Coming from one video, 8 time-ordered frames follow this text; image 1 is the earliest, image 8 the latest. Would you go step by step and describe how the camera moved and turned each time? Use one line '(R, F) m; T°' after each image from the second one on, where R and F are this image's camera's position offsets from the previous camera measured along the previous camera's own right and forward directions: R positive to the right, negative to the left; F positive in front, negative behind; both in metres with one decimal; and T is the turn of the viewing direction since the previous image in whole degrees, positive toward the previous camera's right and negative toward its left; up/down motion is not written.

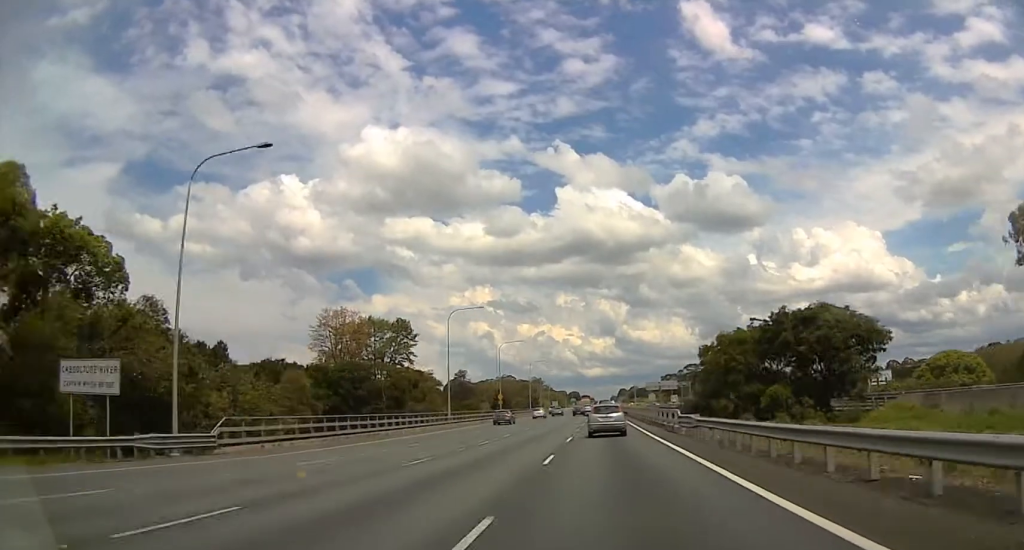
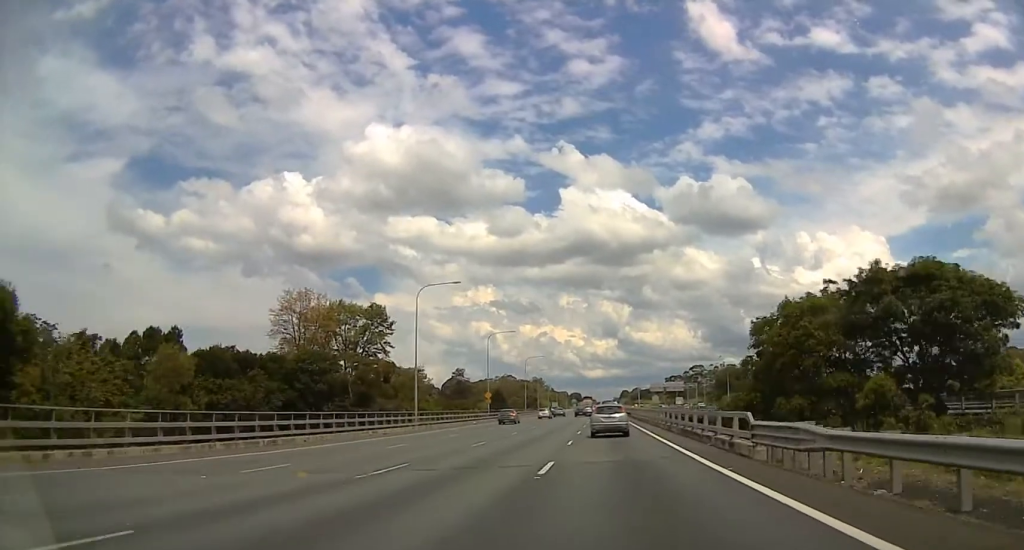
(+0.1, +15.3) m; +1°
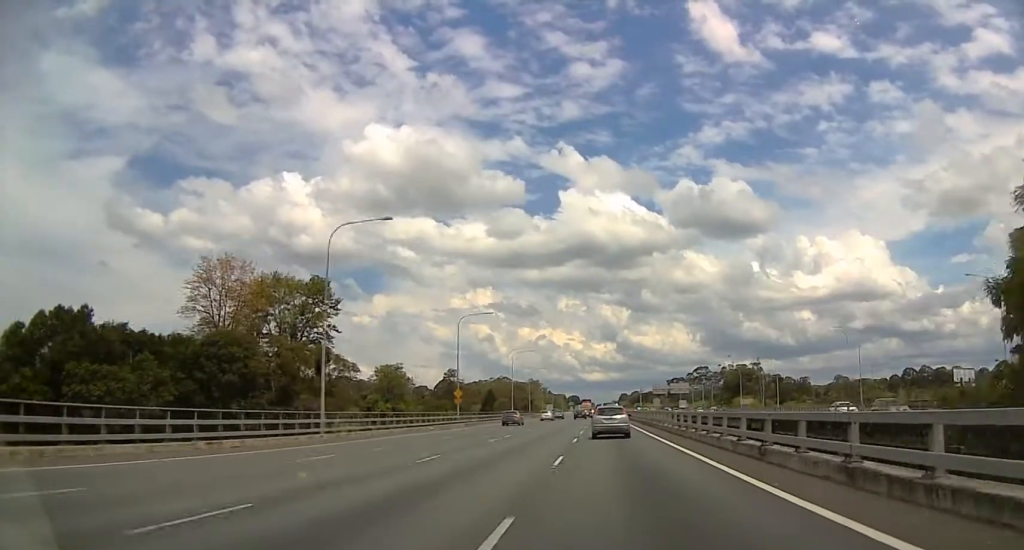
(+0.3, +21.9) m; +1°
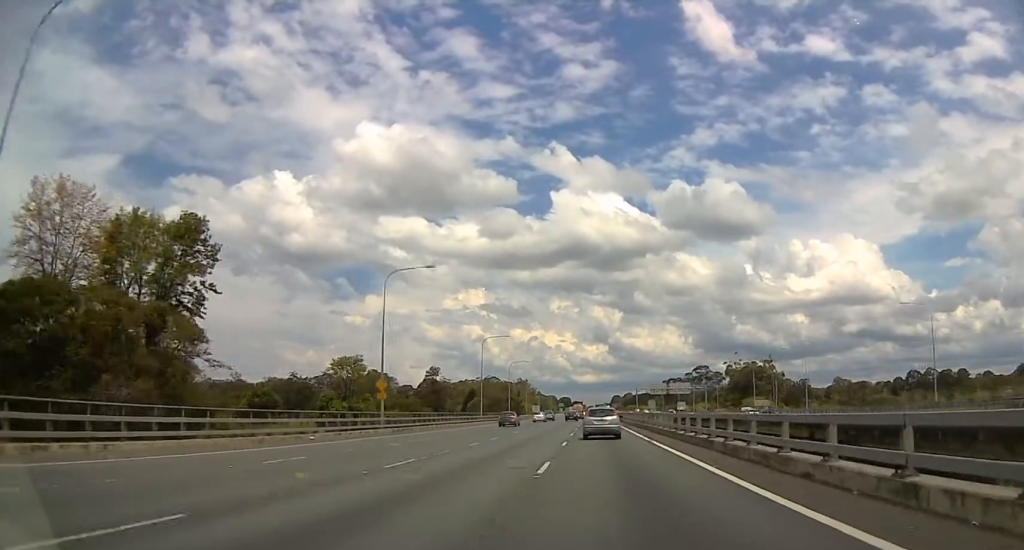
(+0.6, +26.5) m; 0°
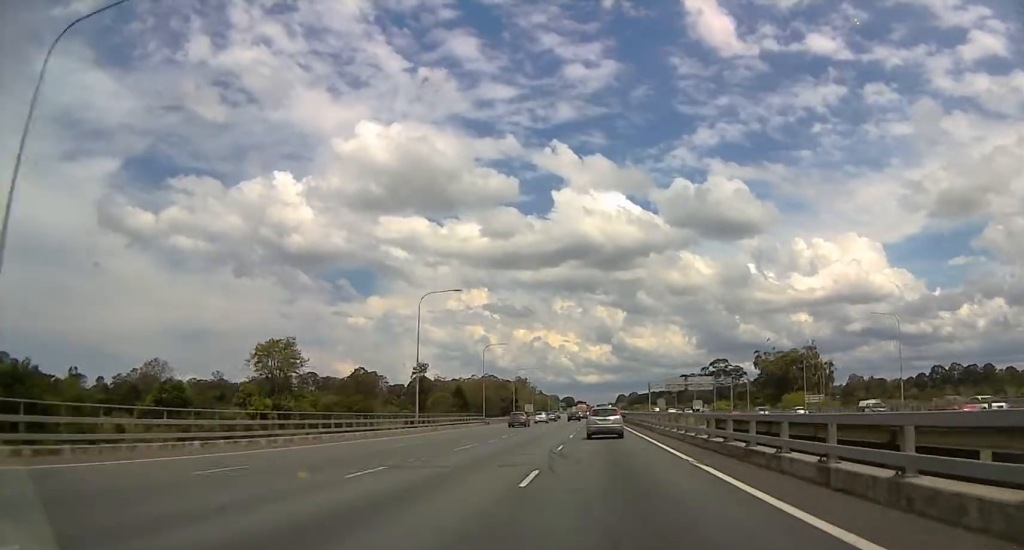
(-0.2, +39.3) m; +2°
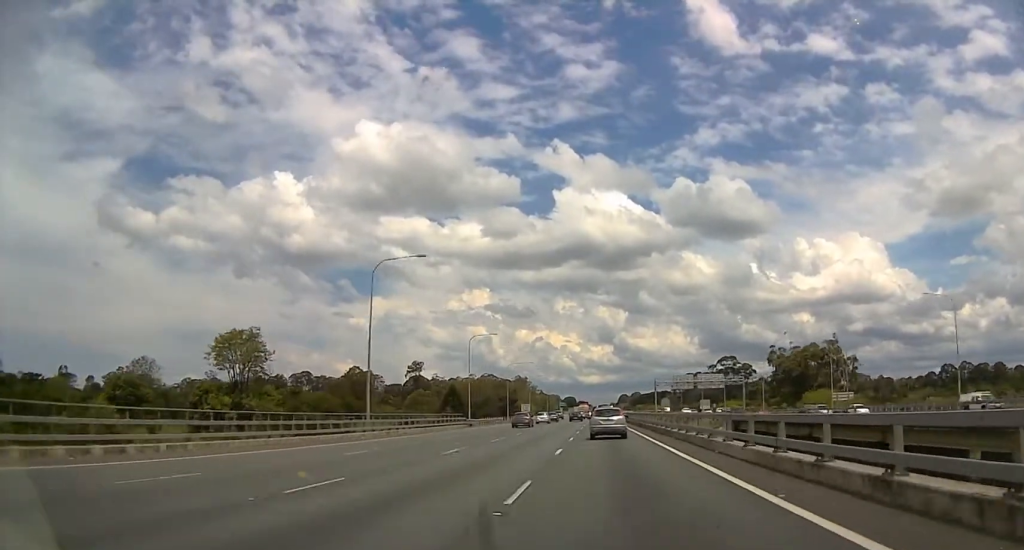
(+0.3, +14.5) m; +1°
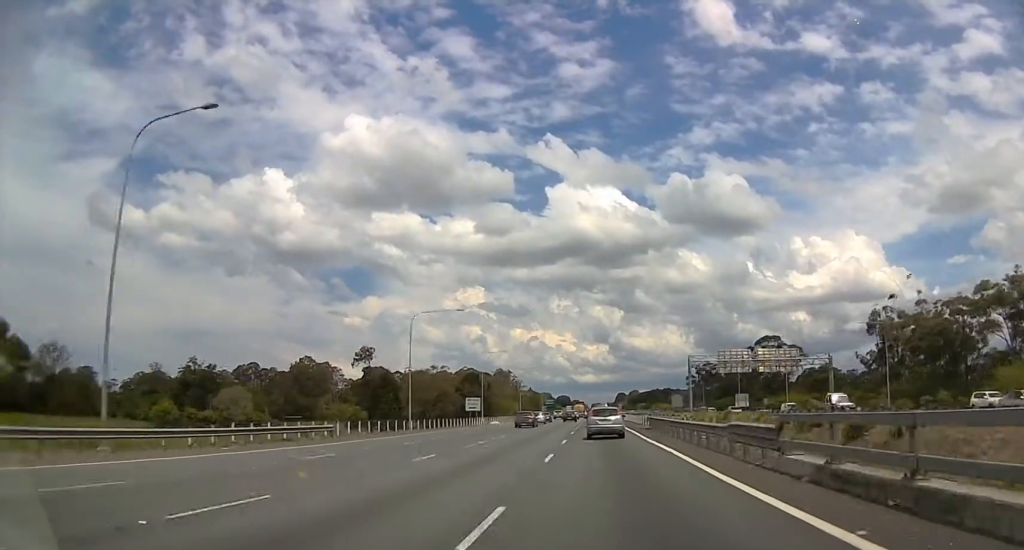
(-2.5, +76.2) m; -2°
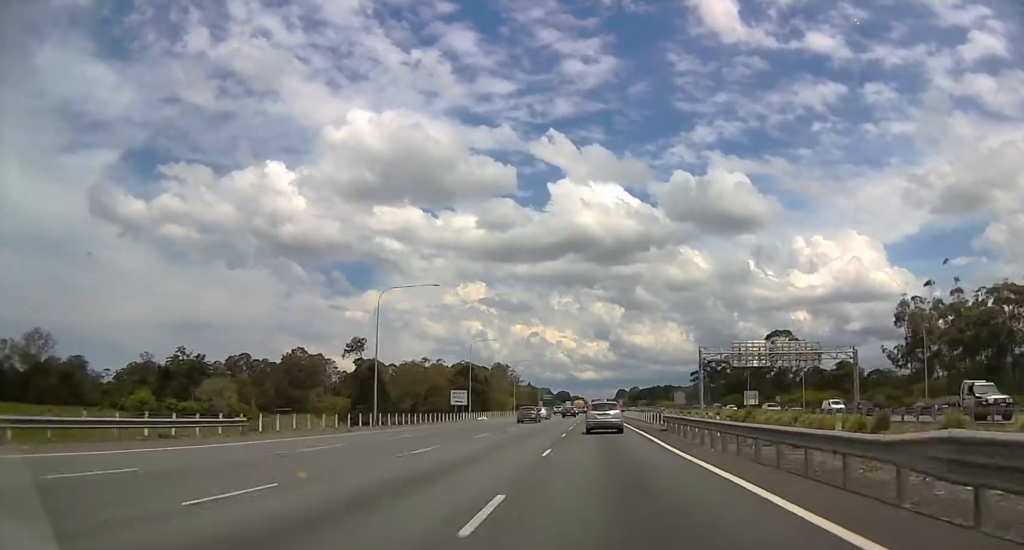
(+0.3, +11.7) m; 0°
